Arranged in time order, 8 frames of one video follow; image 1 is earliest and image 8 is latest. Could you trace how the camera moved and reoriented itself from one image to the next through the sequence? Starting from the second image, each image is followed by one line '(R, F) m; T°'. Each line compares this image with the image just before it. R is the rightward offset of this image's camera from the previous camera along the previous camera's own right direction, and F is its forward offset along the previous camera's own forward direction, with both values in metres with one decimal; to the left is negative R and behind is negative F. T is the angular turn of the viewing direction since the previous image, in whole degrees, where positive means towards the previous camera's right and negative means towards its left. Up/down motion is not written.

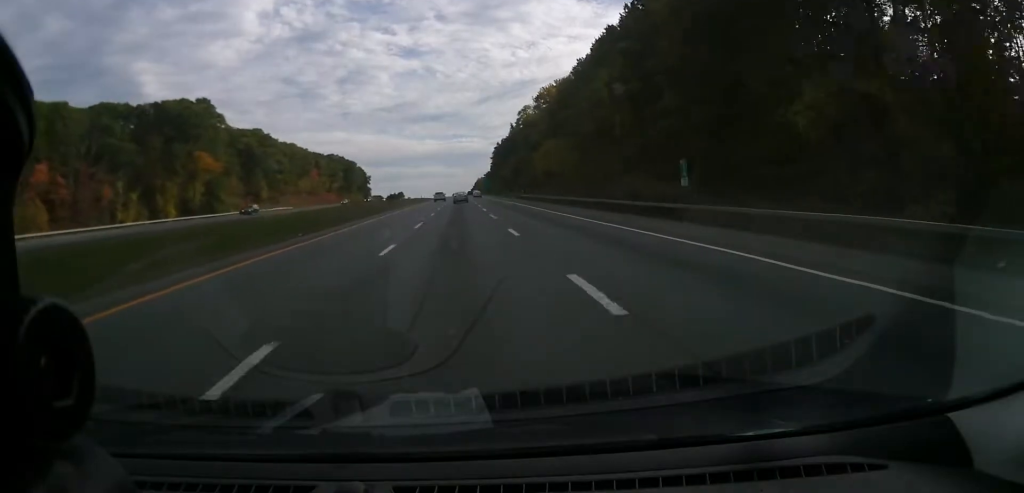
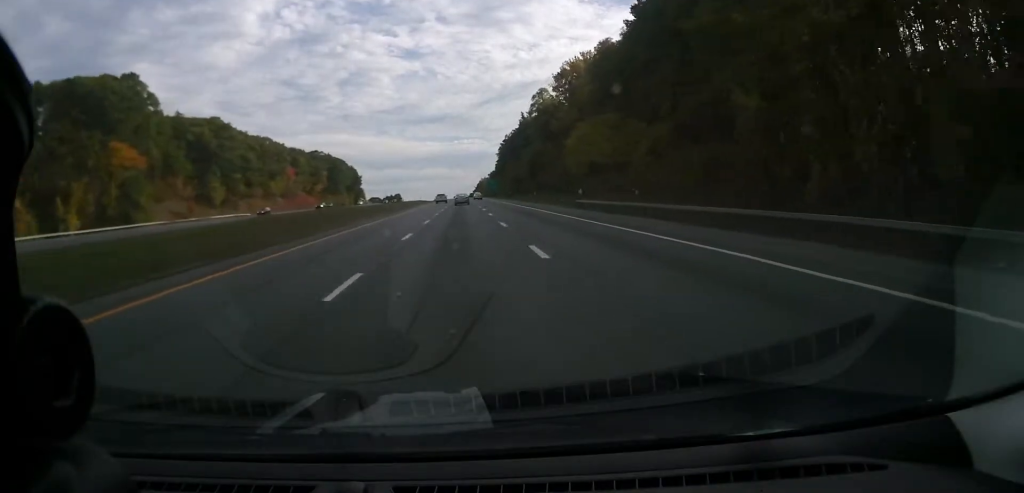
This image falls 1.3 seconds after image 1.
(0.0, +43.0) m; 0°
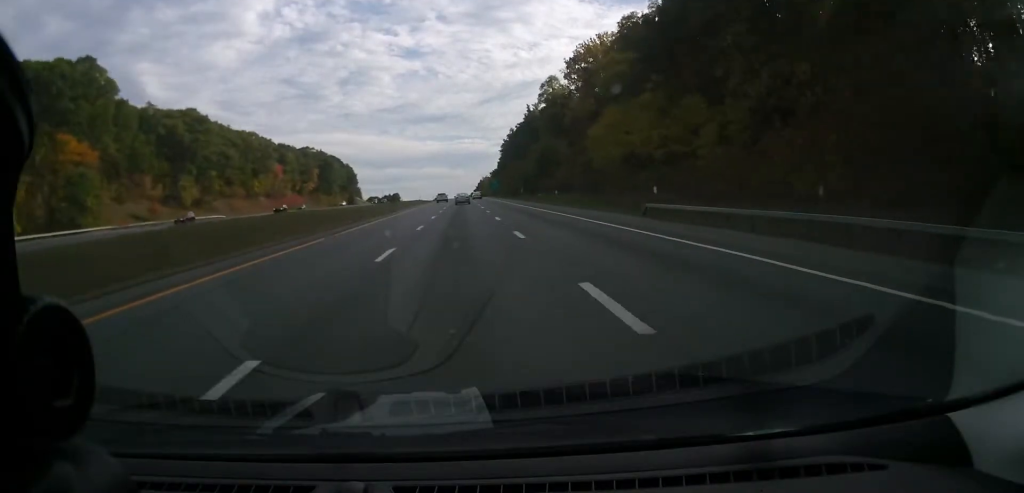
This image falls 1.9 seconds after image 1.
(0.0, +18.7) m; 0°
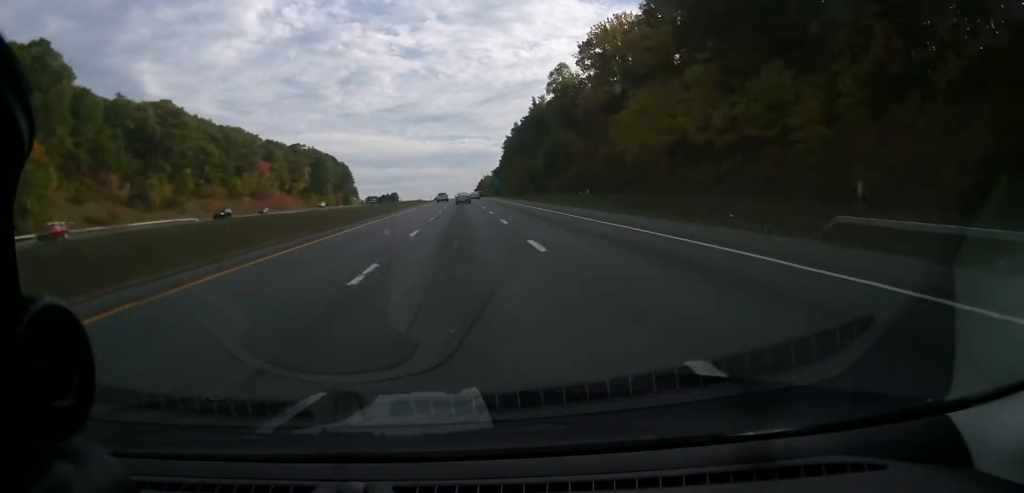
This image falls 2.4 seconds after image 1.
(0.0, +16.5) m; 0°
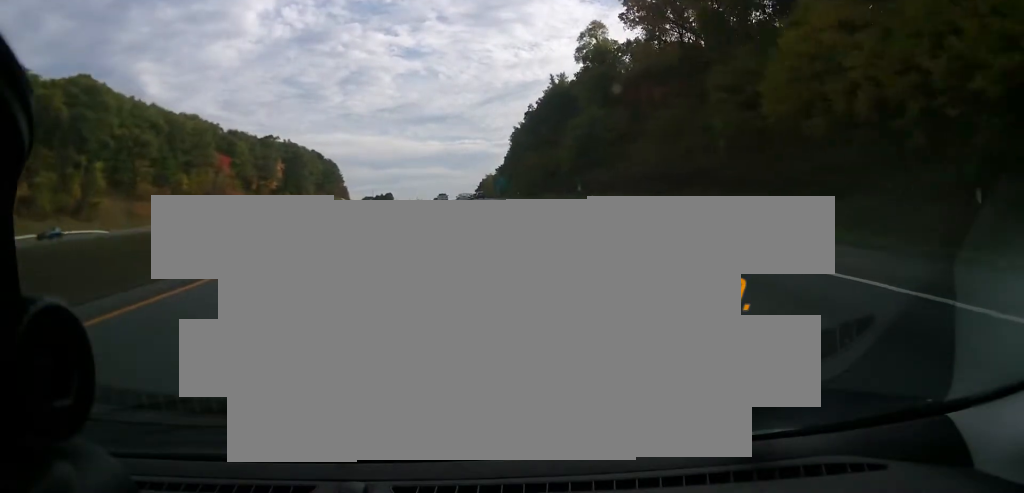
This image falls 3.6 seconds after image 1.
(+0.3, +39.5) m; +1°
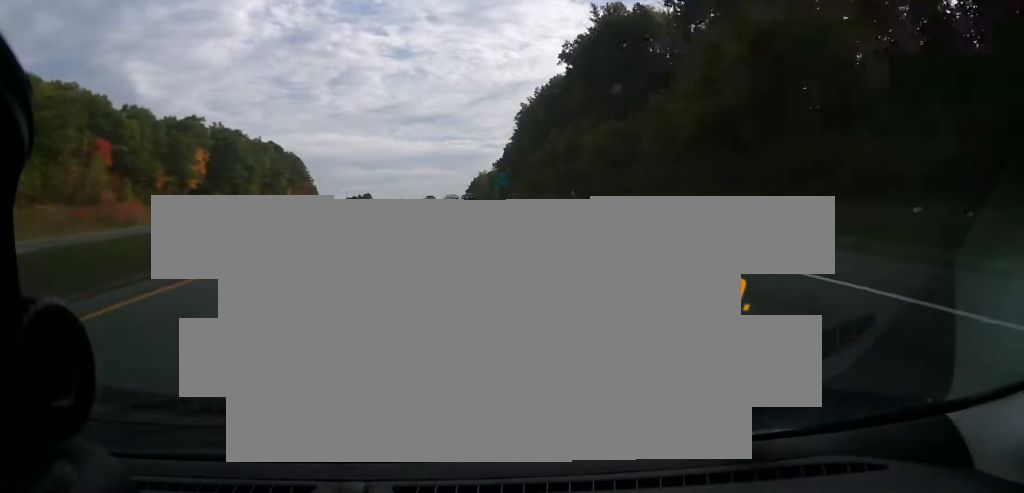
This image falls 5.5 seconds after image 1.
(-0.2, +62.6) m; 0°
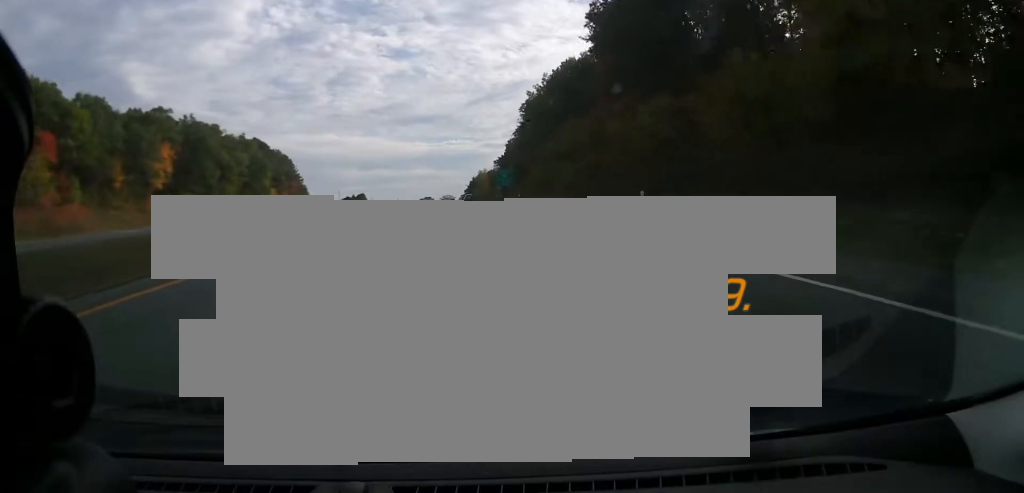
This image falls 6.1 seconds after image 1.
(+0.1, +19.8) m; 0°
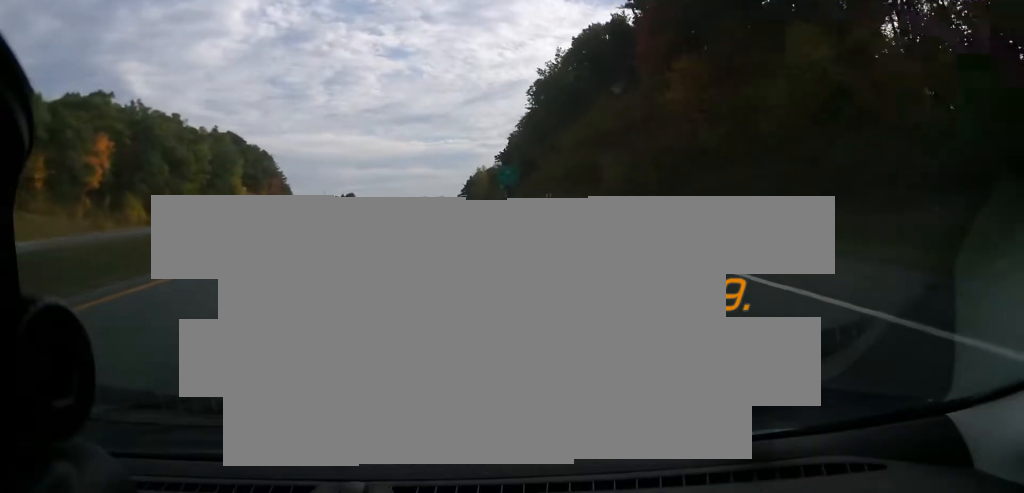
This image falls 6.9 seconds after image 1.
(0.0, +27.5) m; 0°
